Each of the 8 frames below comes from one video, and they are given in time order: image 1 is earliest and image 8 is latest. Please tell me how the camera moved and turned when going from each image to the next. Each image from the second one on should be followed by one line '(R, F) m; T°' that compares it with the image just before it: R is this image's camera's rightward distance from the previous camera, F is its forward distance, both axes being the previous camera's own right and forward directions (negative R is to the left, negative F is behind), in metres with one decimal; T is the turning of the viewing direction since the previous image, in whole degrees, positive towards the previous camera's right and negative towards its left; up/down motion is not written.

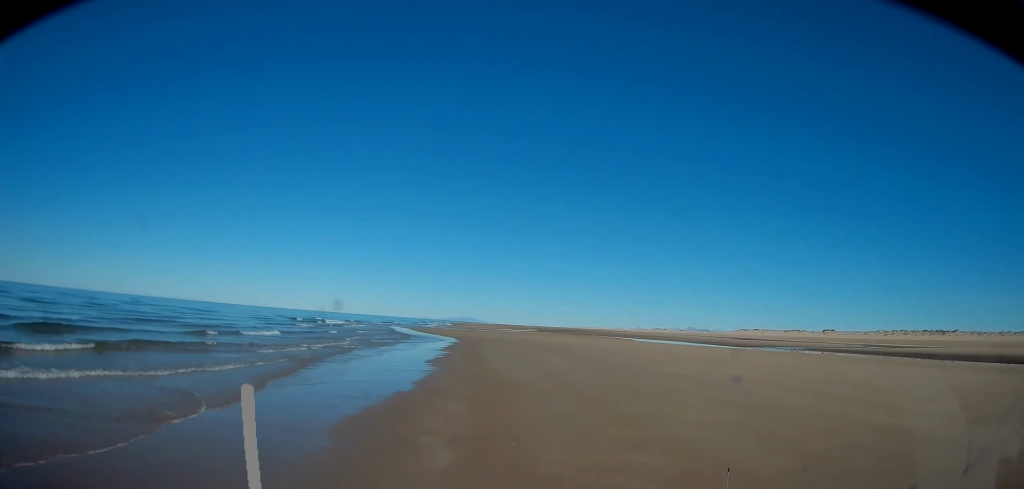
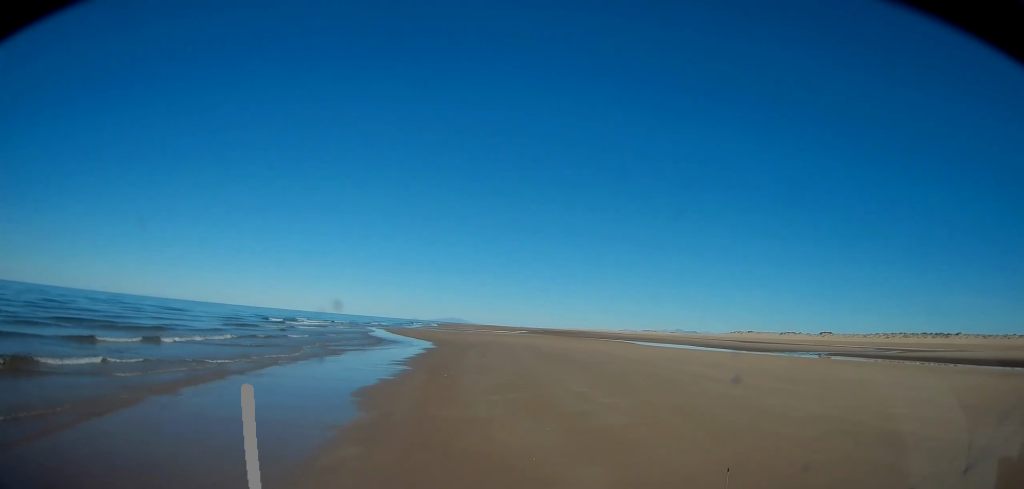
(0.0, +11.9) m; 0°
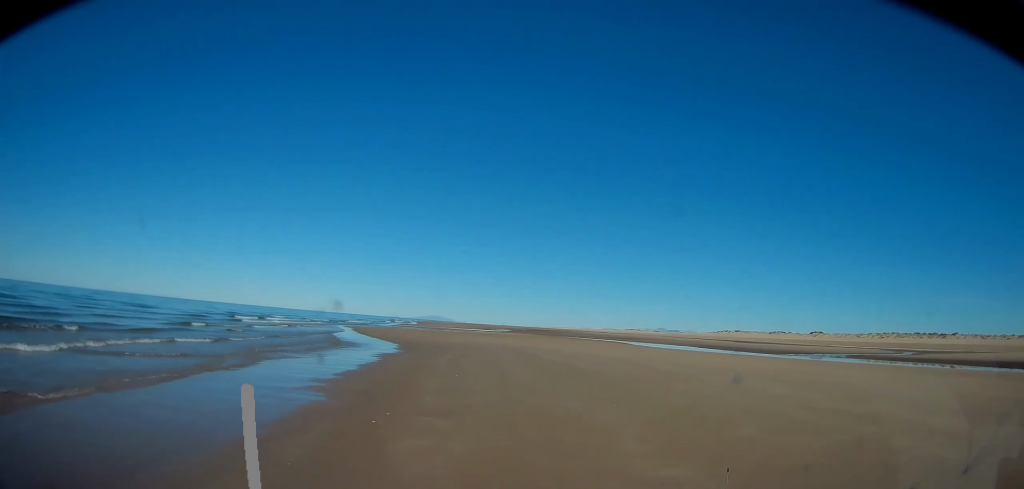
(0.0, +10.1) m; 0°
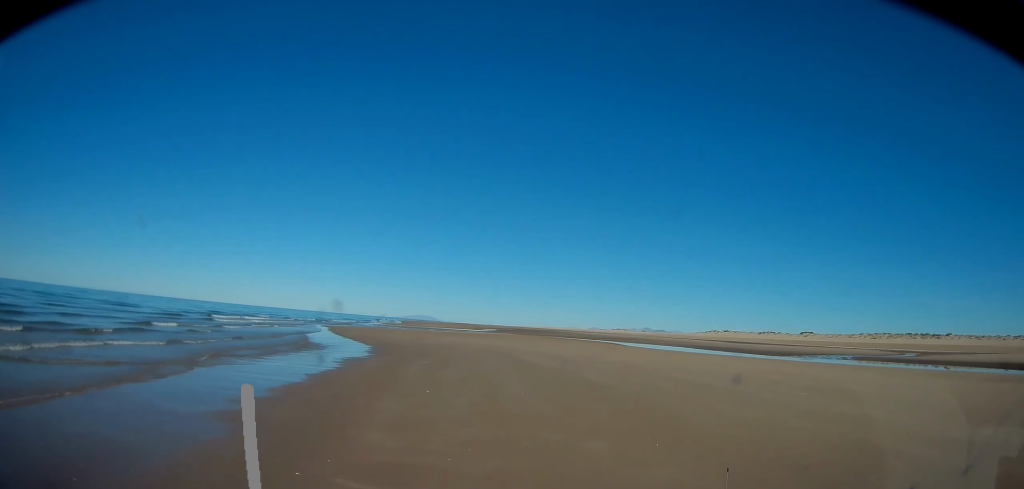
(0.0, +4.8) m; 0°
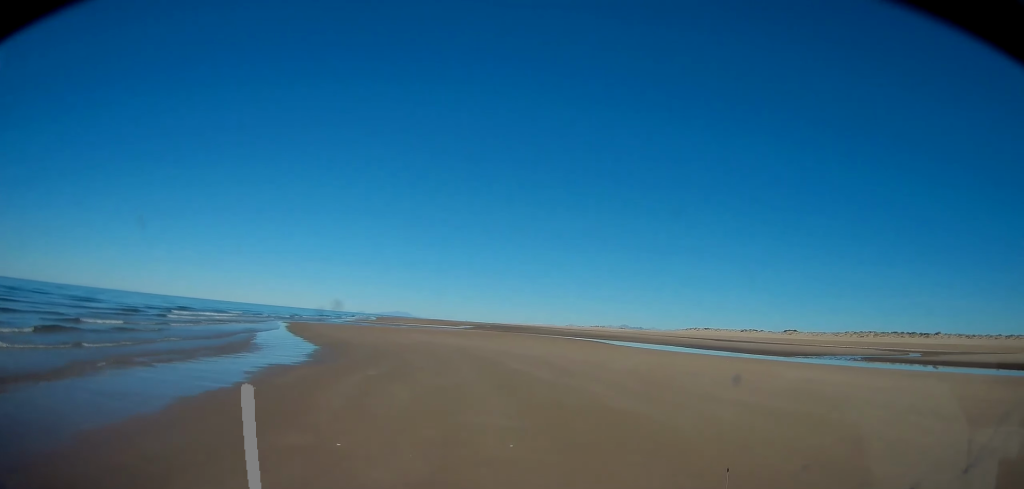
(-0.1, +7.0) m; +2°
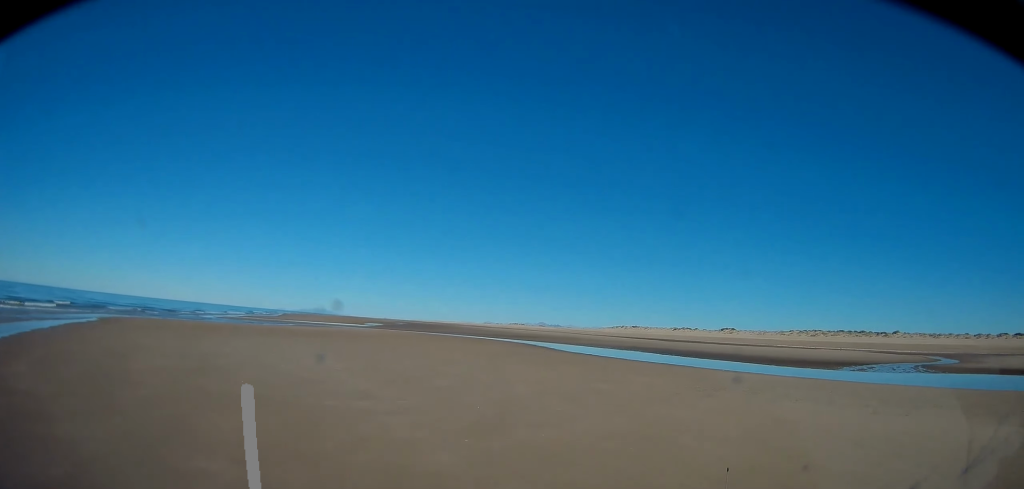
(+3.4, +24.0) m; +10°
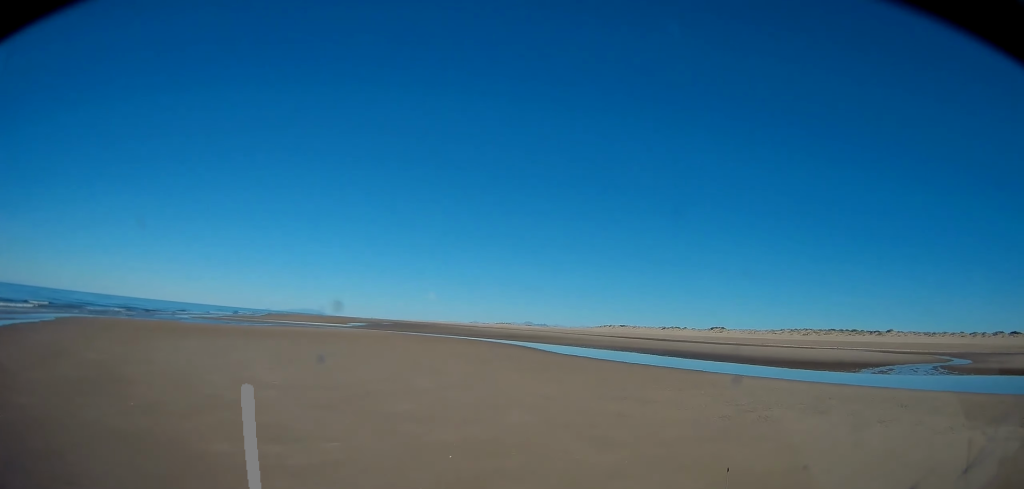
(-0.3, +4.5) m; -2°
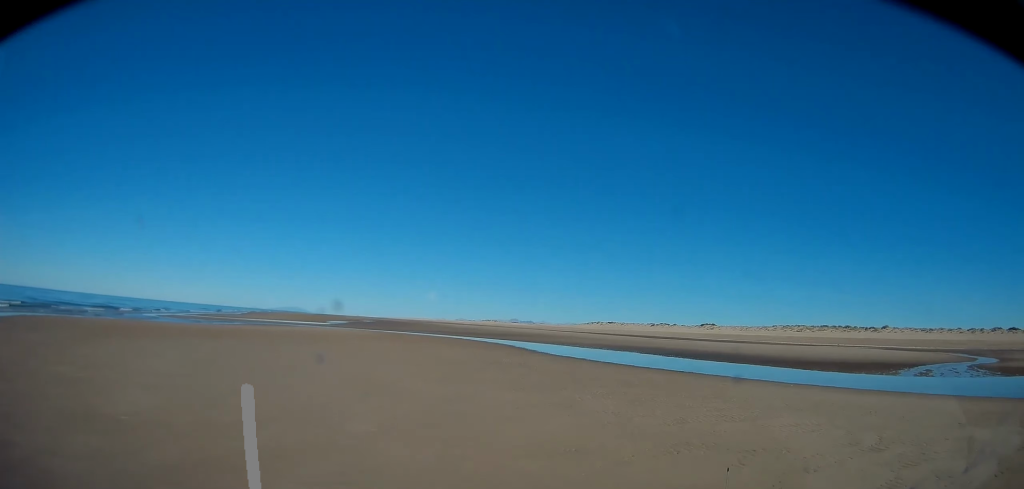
(-0.2, +6.5) m; 0°
